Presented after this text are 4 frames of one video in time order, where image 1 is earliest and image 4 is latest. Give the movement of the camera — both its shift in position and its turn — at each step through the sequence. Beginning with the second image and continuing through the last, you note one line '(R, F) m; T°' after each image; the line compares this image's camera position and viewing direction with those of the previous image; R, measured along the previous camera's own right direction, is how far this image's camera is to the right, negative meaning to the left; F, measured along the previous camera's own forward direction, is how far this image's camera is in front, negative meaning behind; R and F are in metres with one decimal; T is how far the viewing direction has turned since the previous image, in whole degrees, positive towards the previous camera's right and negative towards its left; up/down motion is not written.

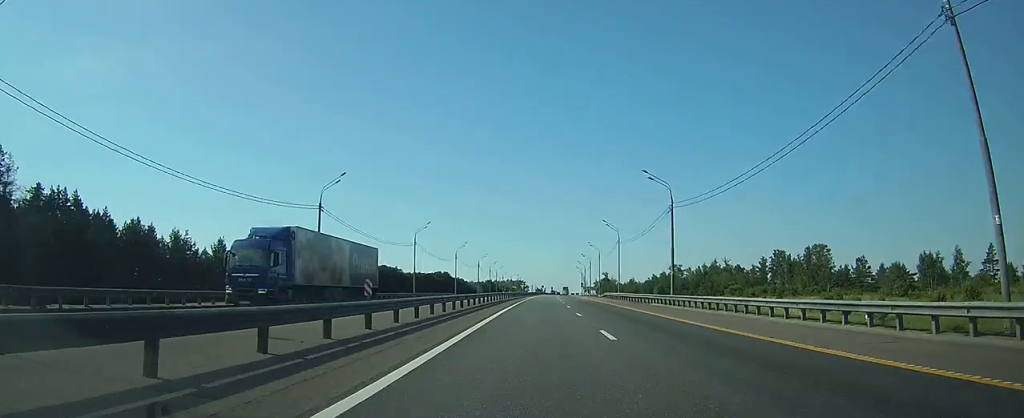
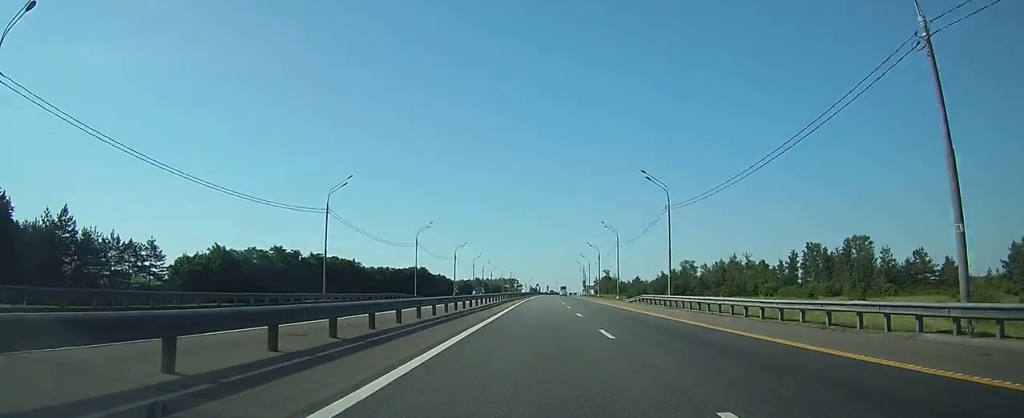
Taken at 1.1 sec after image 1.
(0.0, +35.8) m; 0°
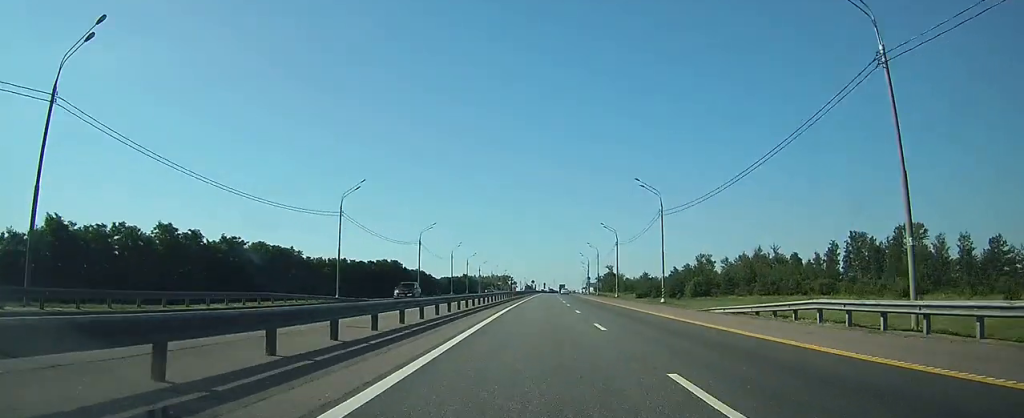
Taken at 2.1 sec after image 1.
(+0.1, +33.5) m; +1°
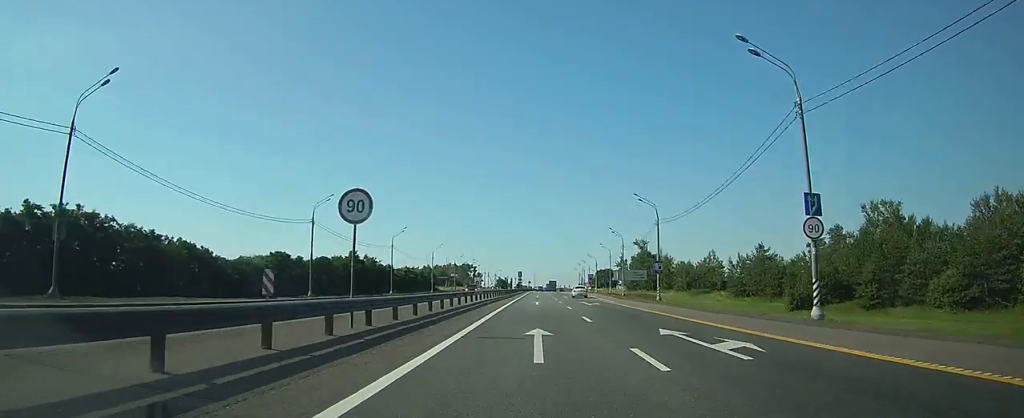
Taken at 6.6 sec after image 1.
(+3.5, +139.7) m; +2°
